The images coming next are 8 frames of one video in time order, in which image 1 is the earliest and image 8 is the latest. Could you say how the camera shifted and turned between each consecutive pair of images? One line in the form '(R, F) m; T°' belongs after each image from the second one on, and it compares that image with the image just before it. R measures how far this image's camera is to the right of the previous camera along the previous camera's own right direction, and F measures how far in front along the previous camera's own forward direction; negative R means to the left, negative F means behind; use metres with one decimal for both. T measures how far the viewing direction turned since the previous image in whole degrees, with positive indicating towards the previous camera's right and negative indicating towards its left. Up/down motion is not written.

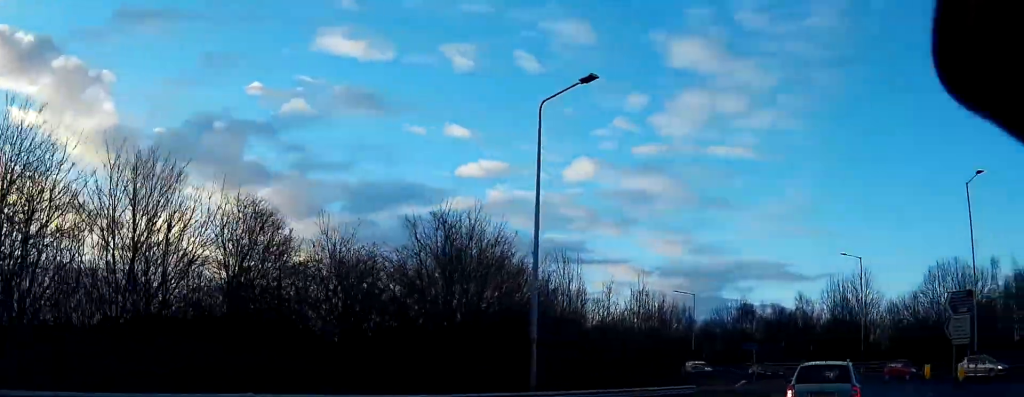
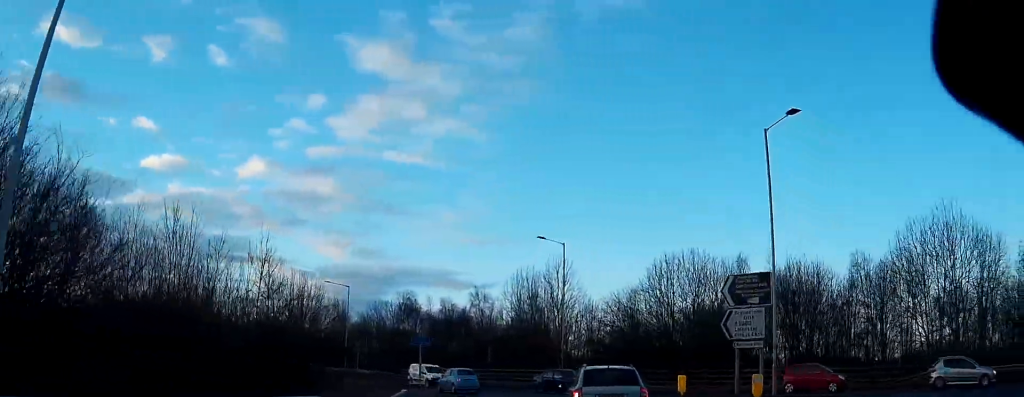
(+3.3, +12.0) m; +24°
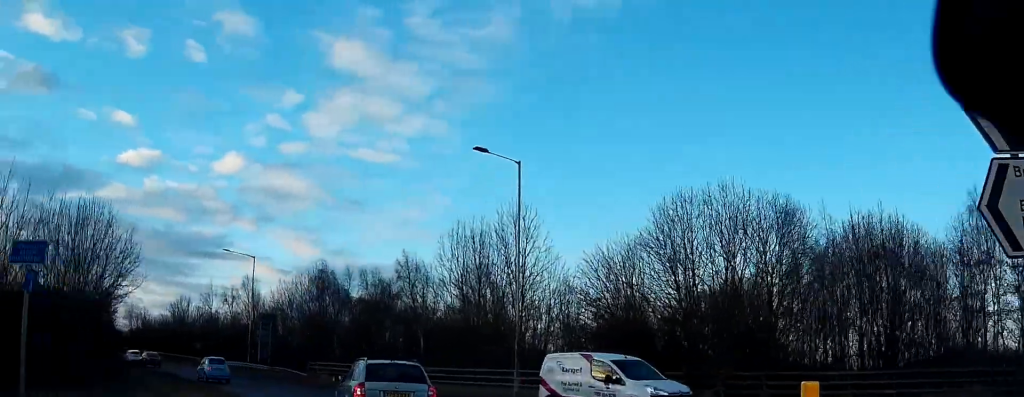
(+2.1, +20.4) m; +1°
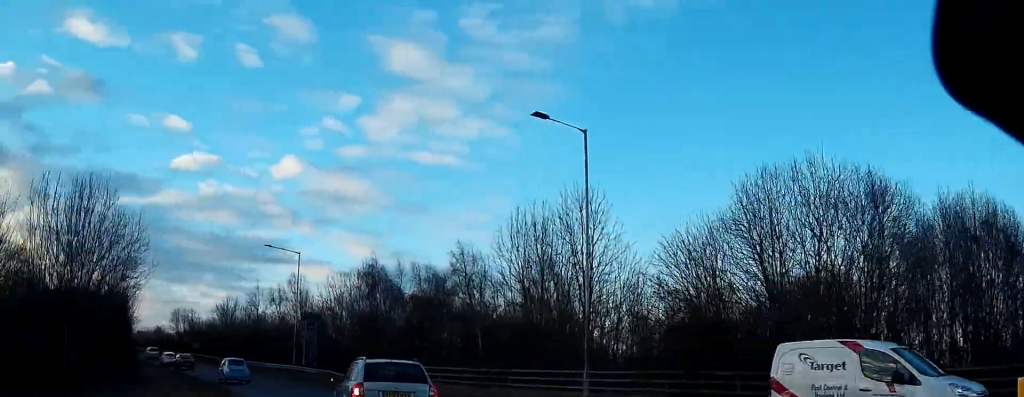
(-0.2, +4.4) m; -4°
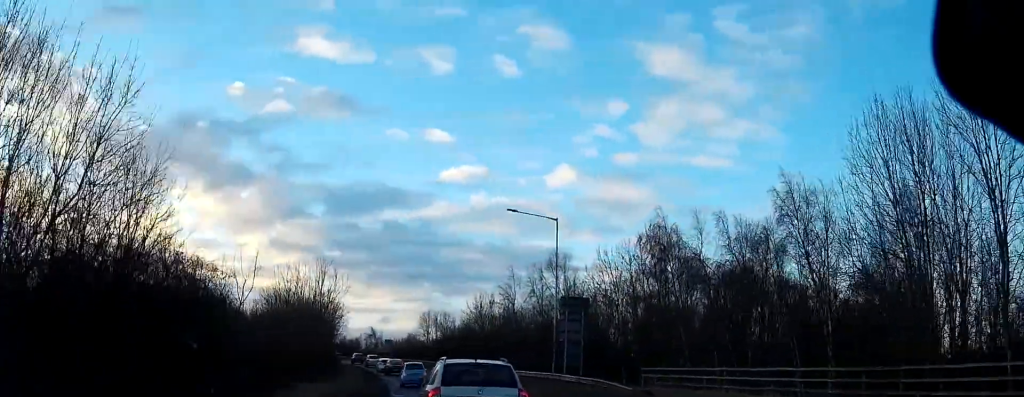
(-2.7, +17.3) m; -17°
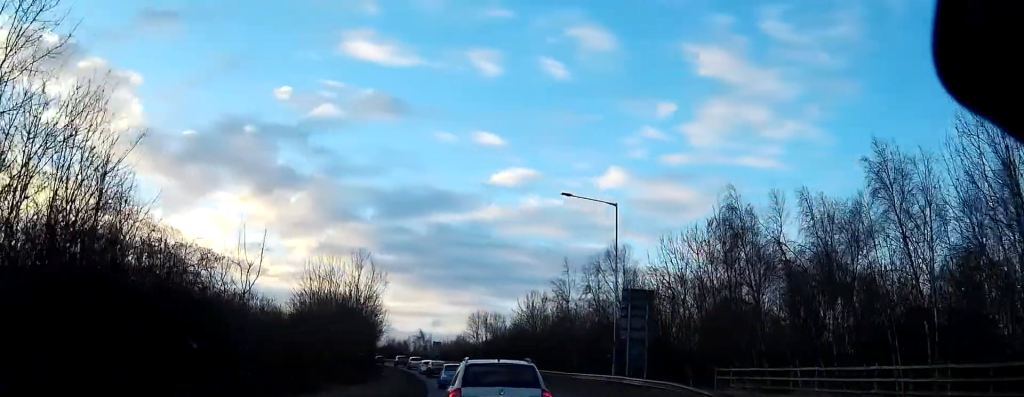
(-0.2, +4.9) m; -4°
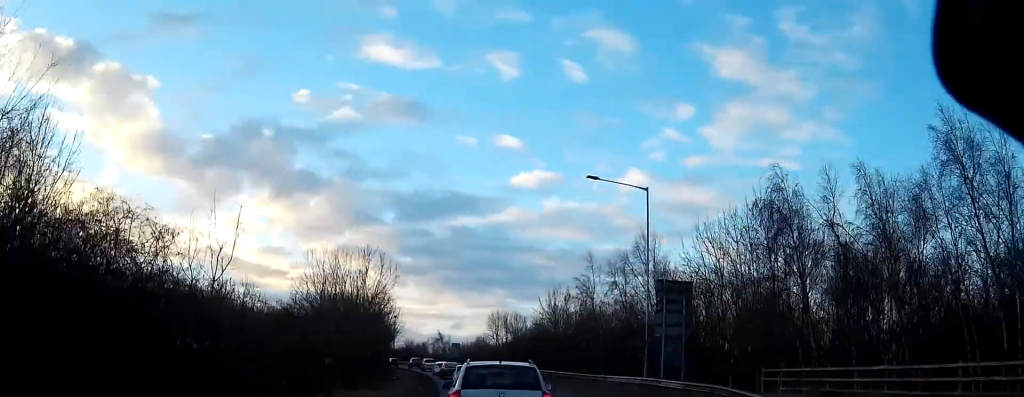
(-0.1, +4.1) m; -1°
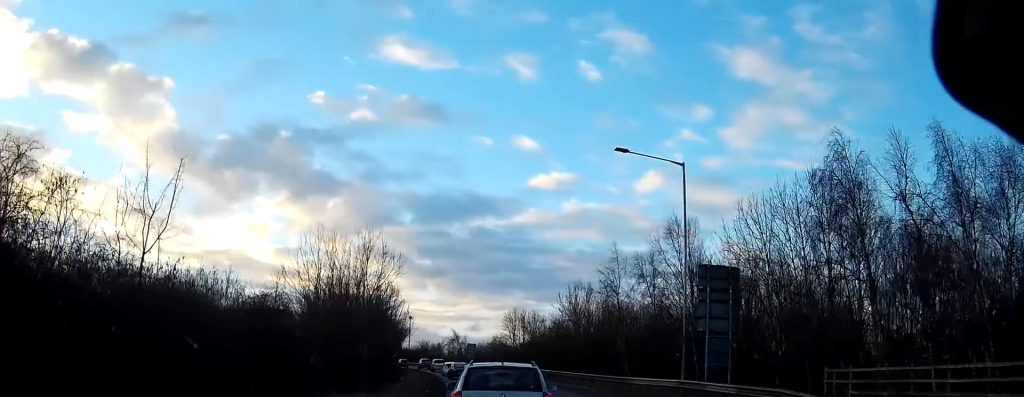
(-0.1, +5.2) m; -1°
